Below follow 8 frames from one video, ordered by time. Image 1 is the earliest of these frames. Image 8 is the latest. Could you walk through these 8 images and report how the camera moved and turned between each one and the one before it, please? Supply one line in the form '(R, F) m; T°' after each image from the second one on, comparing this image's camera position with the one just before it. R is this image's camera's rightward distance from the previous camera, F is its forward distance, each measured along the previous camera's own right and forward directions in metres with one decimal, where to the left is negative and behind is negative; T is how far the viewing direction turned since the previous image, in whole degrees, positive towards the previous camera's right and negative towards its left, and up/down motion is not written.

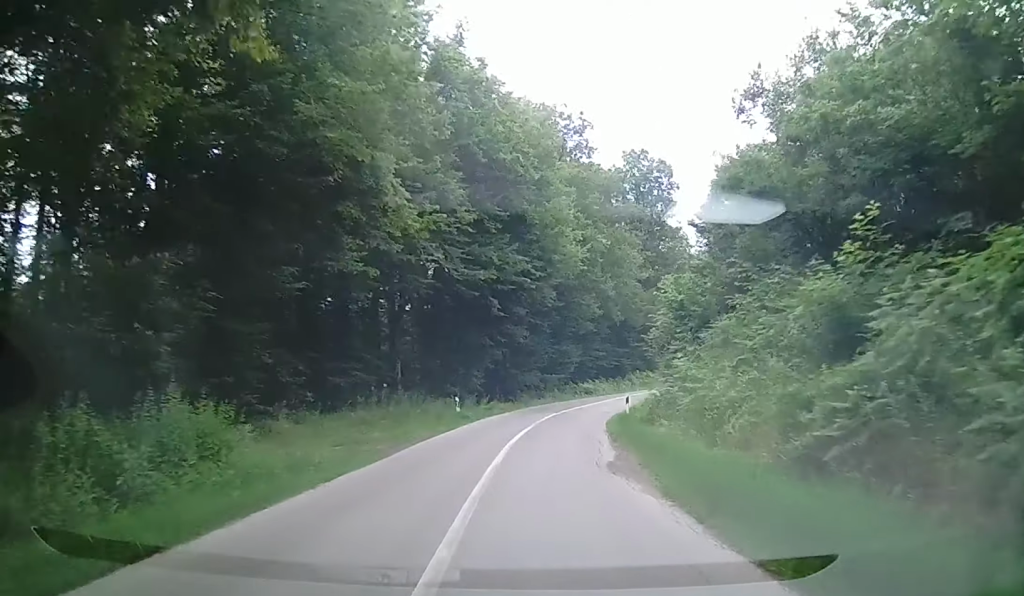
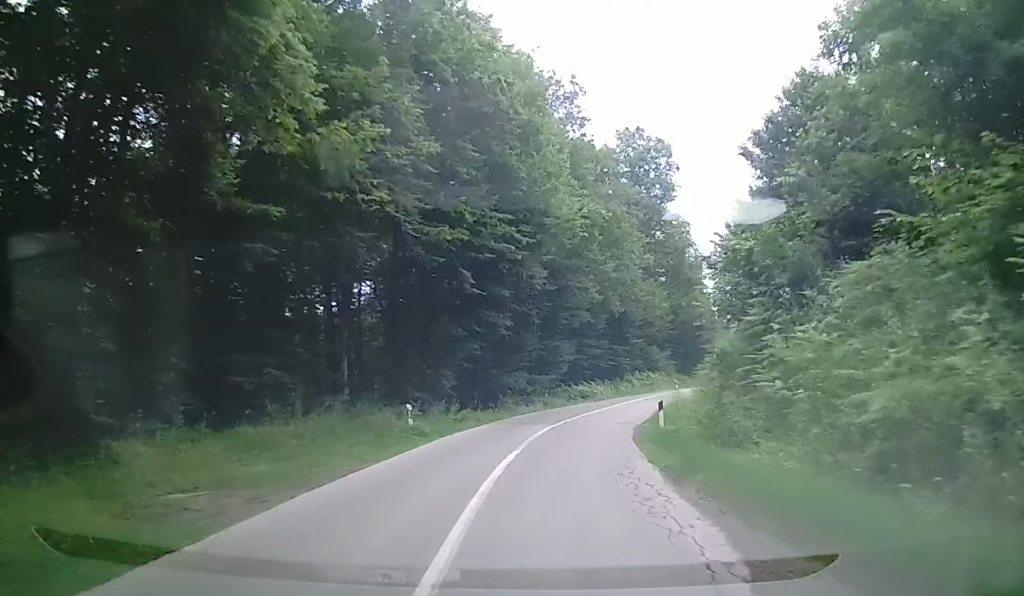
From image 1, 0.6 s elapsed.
(-0.8, +9.6) m; -11°
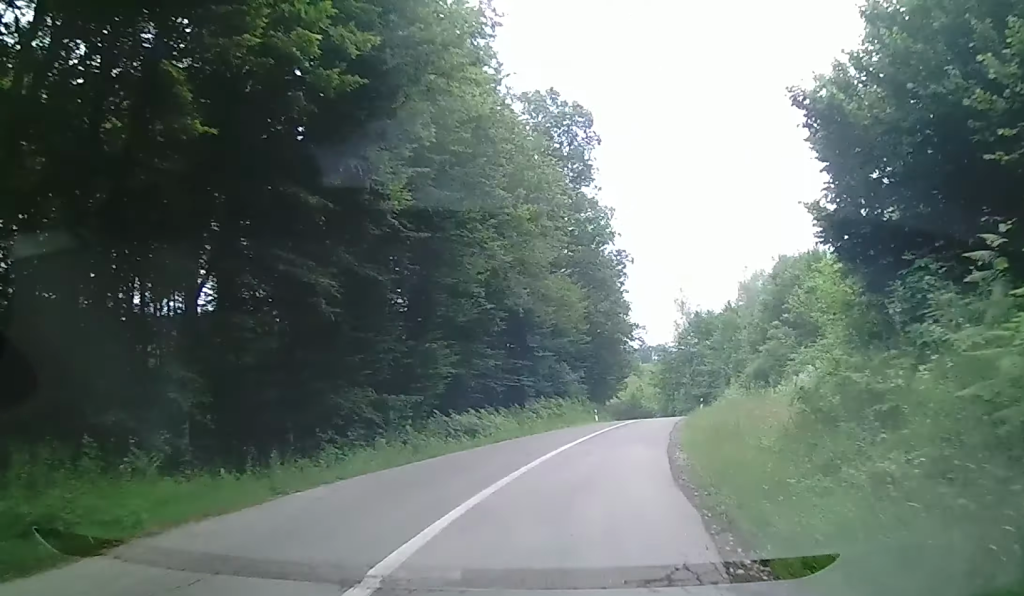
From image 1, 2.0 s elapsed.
(-4.0, +17.1) m; -18°
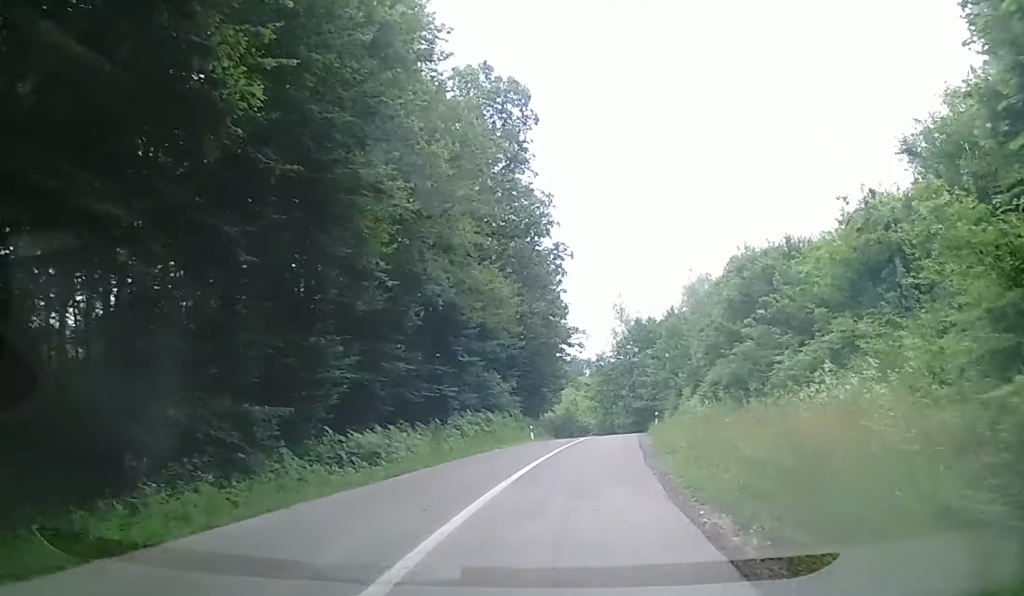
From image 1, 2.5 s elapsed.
(-1.4, +6.9) m; 0°
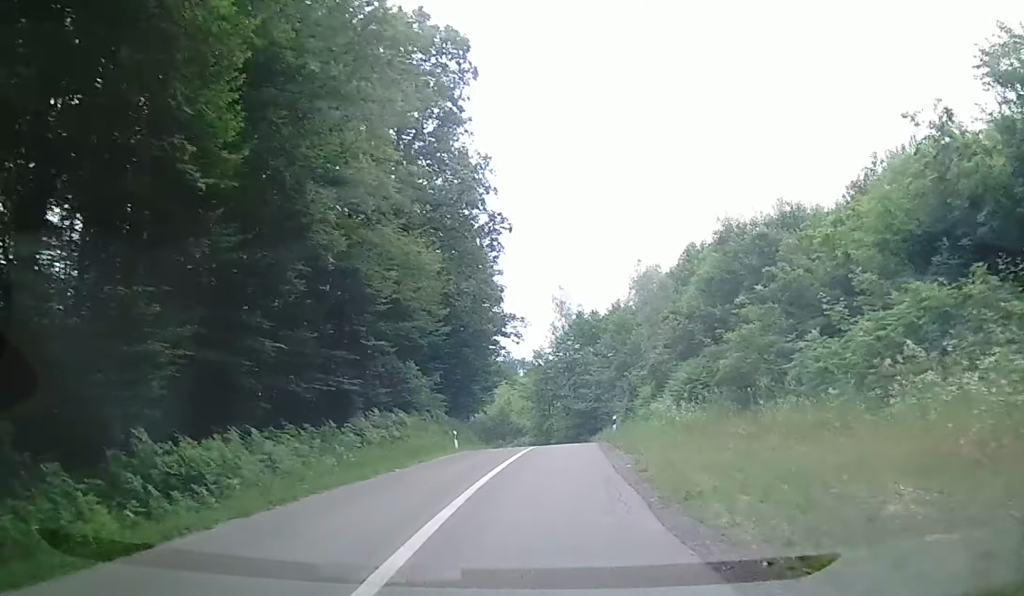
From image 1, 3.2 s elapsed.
(+1.9, +7.8) m; +14°
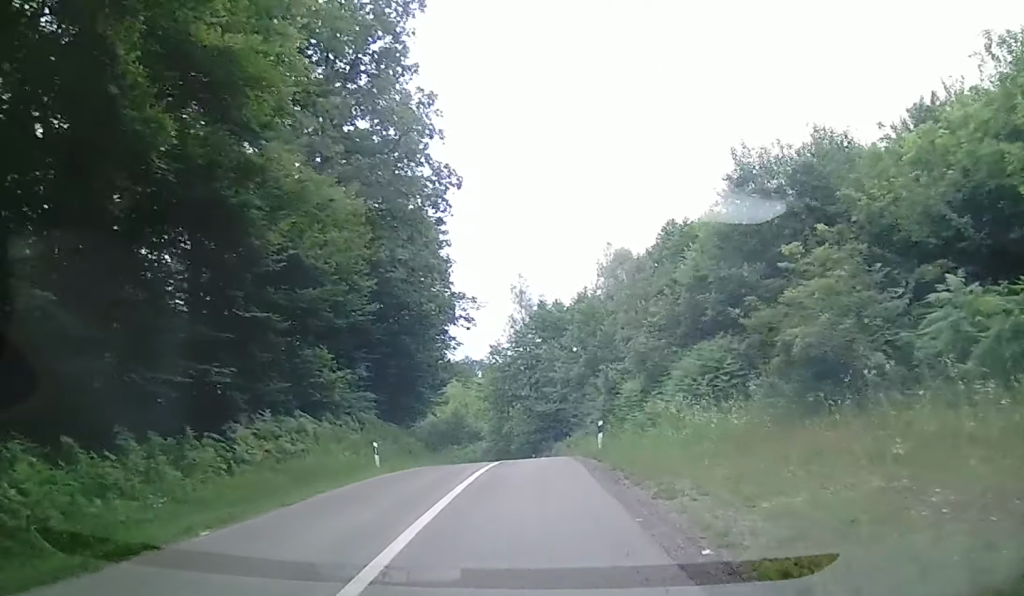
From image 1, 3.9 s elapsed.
(+0.9, +8.3) m; +13°
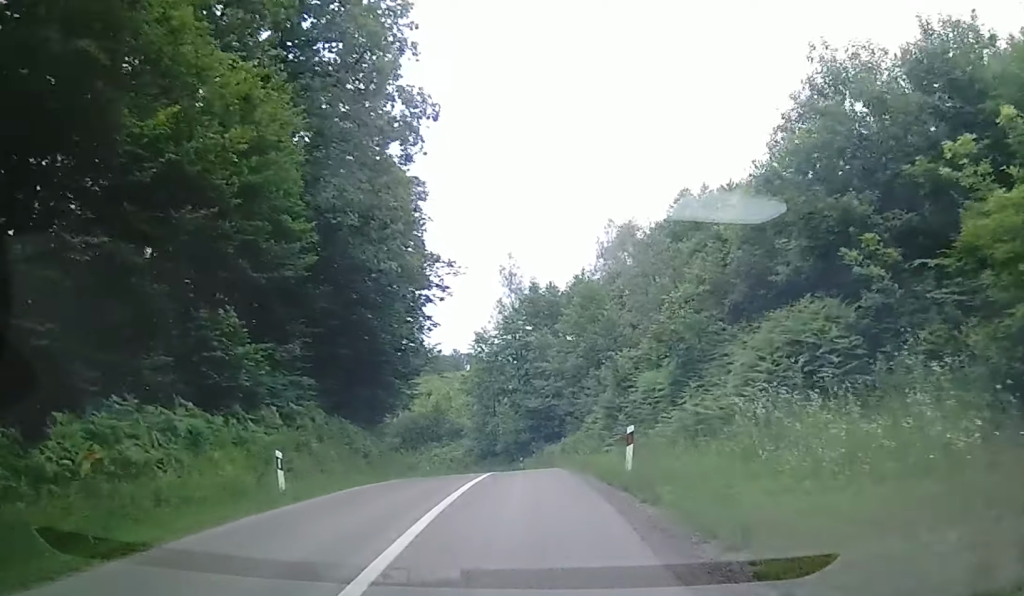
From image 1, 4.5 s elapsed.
(0.0, +7.1) m; +10°
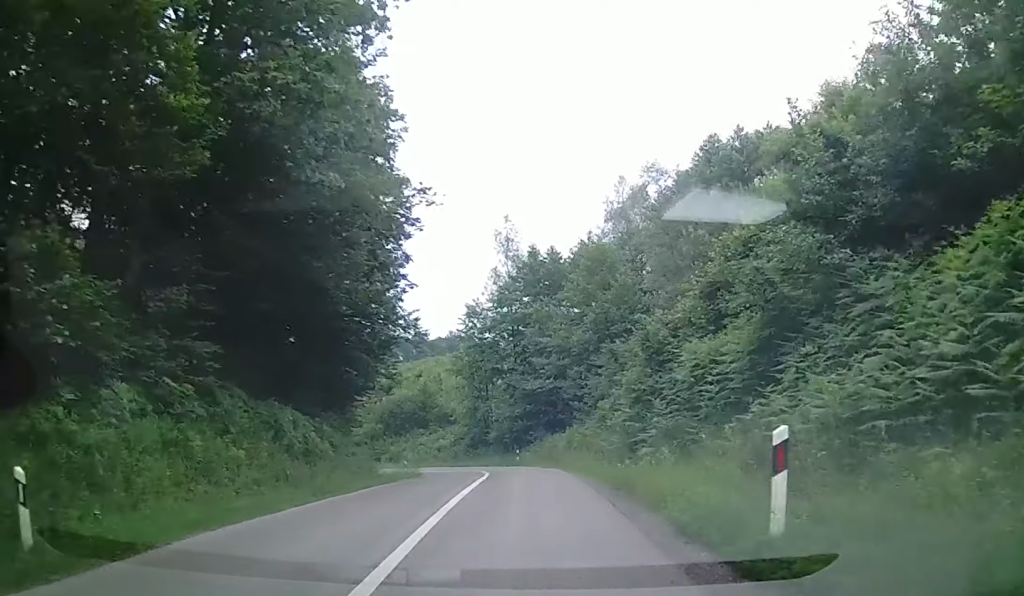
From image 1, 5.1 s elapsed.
(+1.5, +7.4) m; +2°
